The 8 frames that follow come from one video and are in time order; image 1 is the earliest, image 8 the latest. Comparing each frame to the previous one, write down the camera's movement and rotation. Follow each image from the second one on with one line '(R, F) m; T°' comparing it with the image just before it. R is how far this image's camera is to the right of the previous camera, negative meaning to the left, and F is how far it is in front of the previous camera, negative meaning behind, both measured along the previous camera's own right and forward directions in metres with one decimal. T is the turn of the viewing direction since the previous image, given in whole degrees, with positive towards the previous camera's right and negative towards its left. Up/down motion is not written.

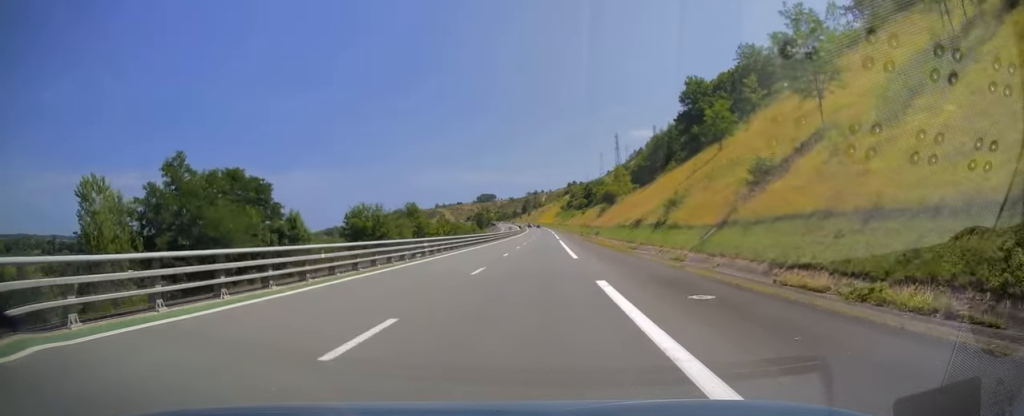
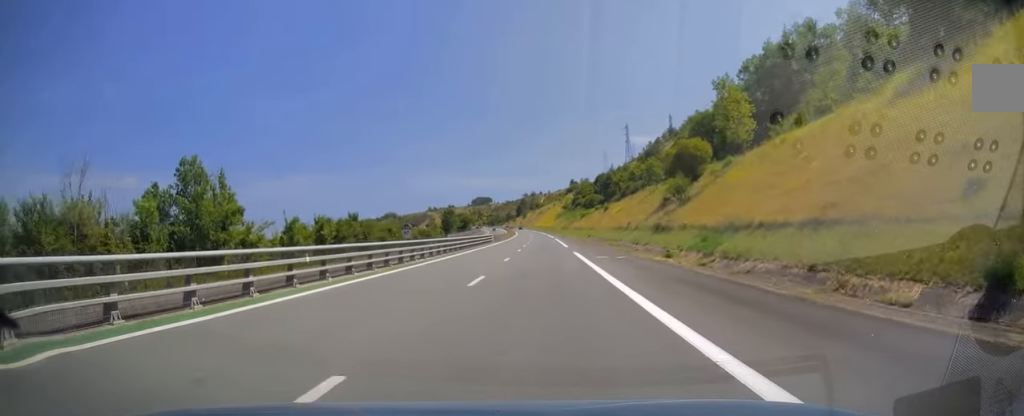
(+0.3, +81.6) m; 0°
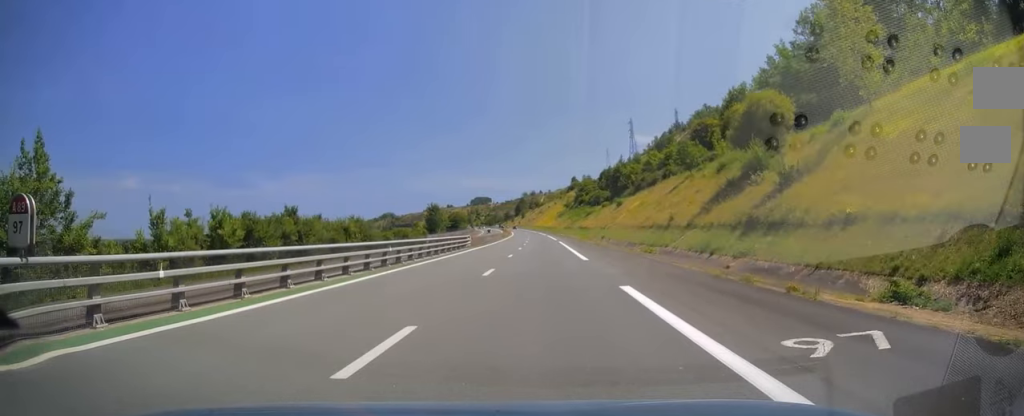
(0.0, +23.0) m; 0°
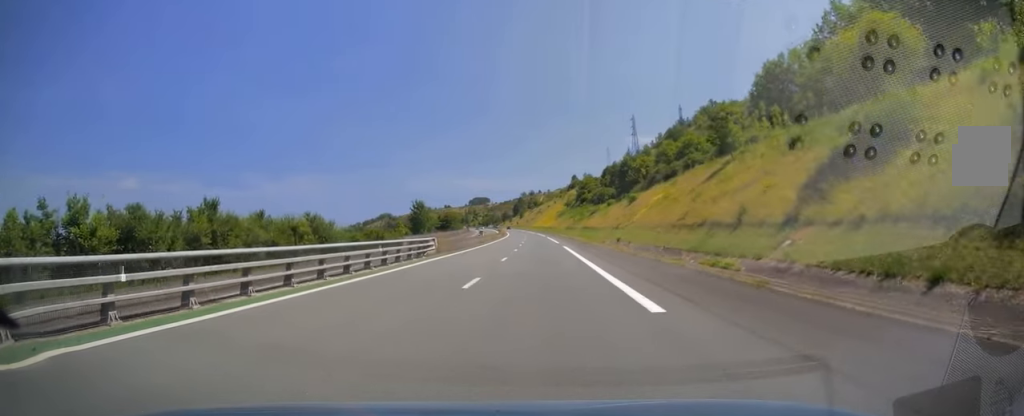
(-0.2, +17.1) m; 0°
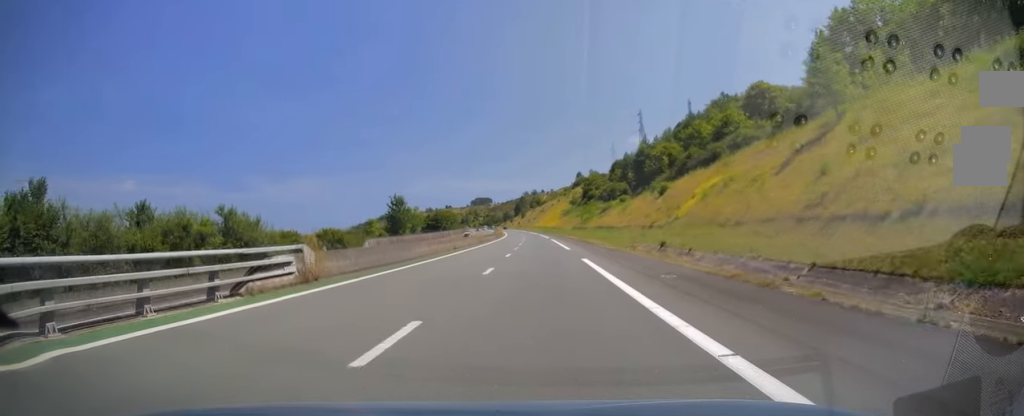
(0.0, +21.5) m; +1°
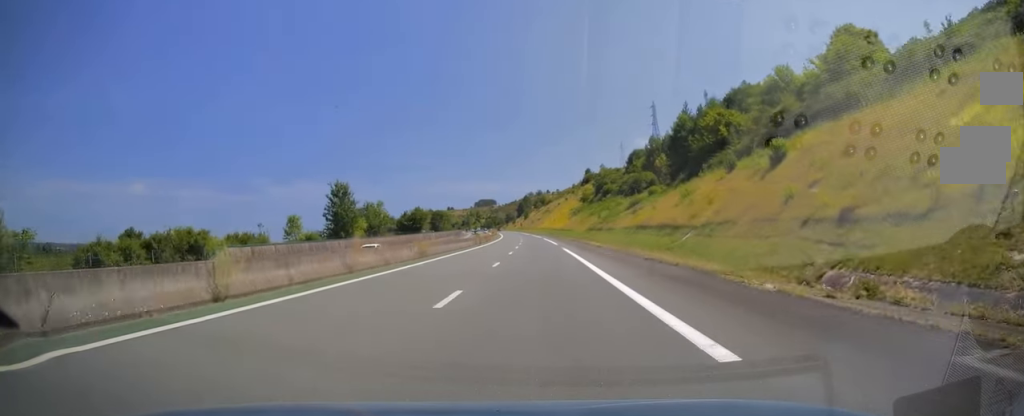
(+0.4, +34.2) m; 0°
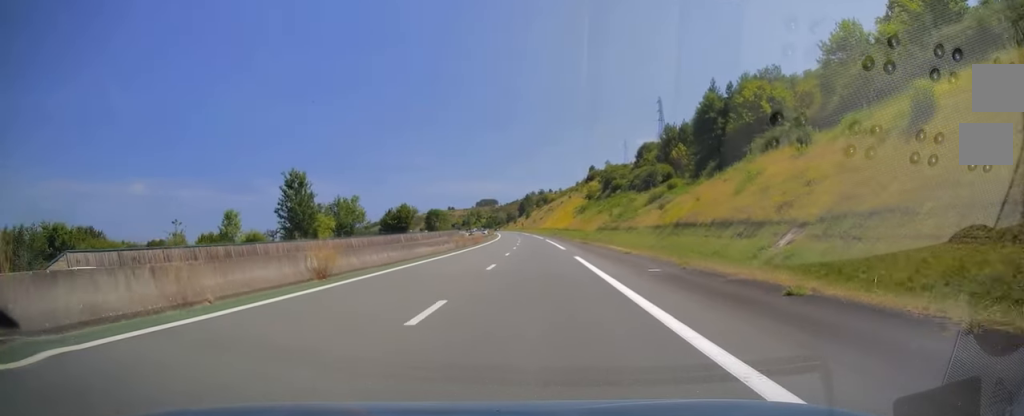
(-0.1, +15.1) m; 0°
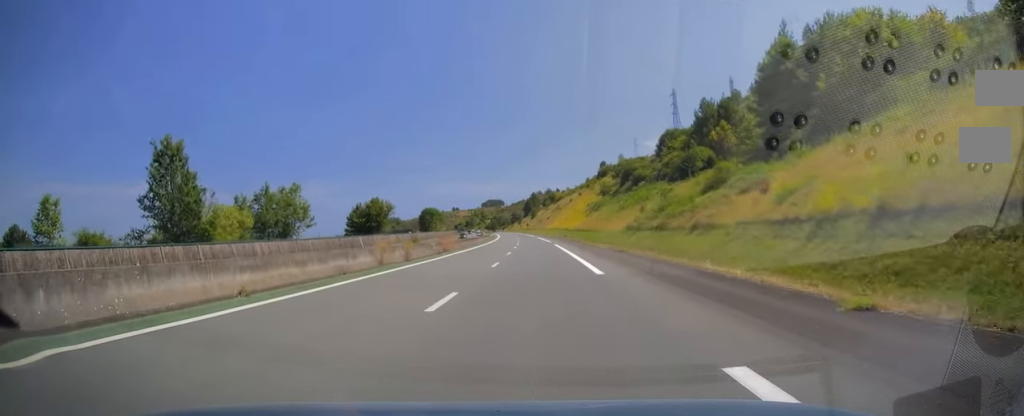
(-0.2, +24.4) m; -1°
